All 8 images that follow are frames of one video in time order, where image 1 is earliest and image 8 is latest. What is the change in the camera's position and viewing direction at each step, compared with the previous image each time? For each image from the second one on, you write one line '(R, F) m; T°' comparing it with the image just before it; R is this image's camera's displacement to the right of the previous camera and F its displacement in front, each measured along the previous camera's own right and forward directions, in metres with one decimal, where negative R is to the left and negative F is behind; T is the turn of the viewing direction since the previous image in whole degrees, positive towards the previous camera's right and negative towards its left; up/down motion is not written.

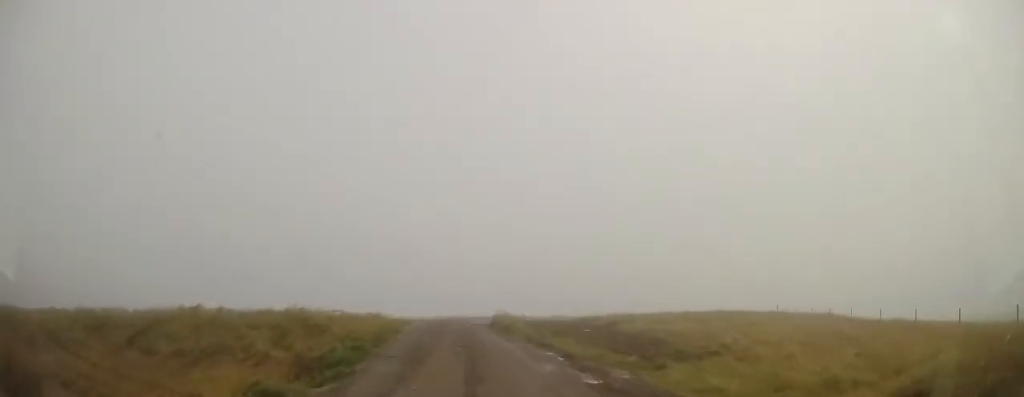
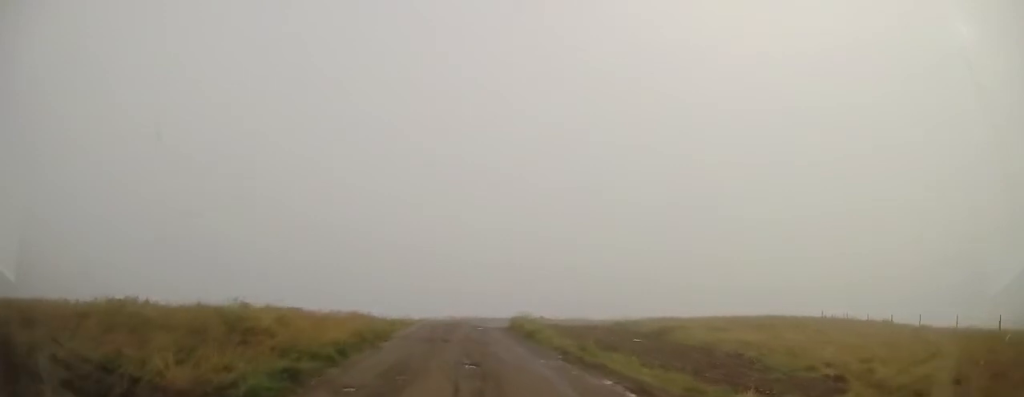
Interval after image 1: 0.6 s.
(0.0, +4.6) m; 0°
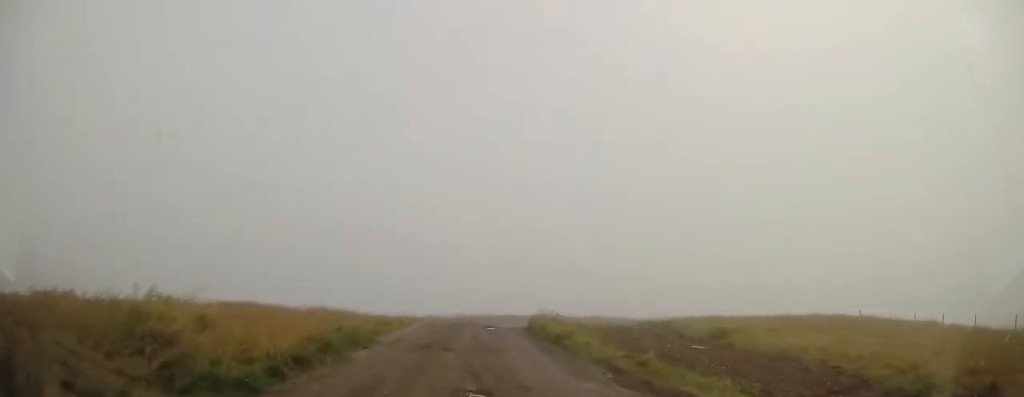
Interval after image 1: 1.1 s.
(0.0, +3.6) m; 0°
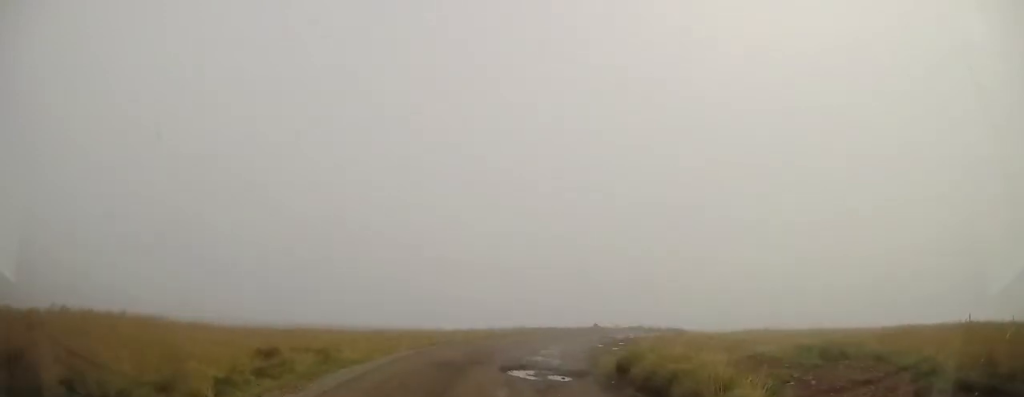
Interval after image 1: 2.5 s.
(-0.4, +10.6) m; -5°
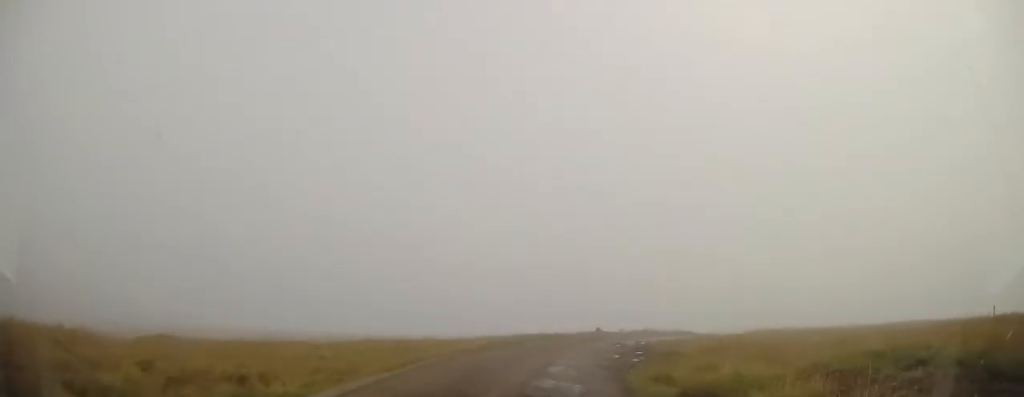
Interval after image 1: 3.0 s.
(-0.1, +3.2) m; -2°
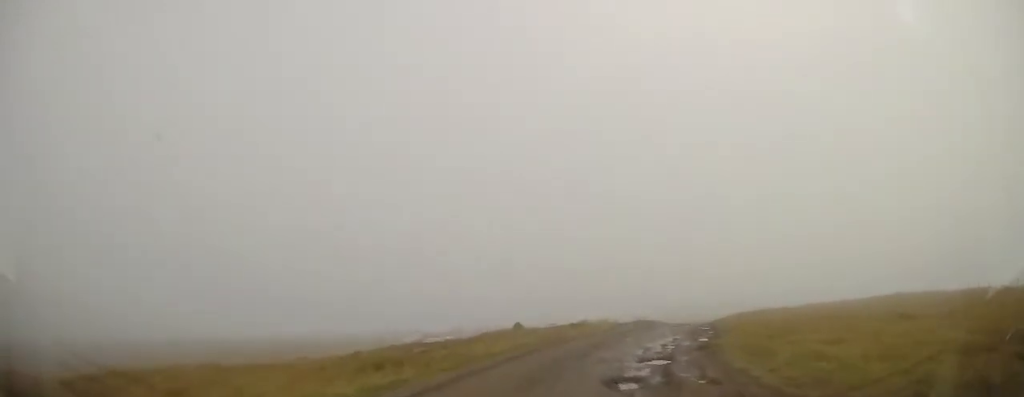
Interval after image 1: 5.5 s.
(+2.5, +15.2) m; +20°
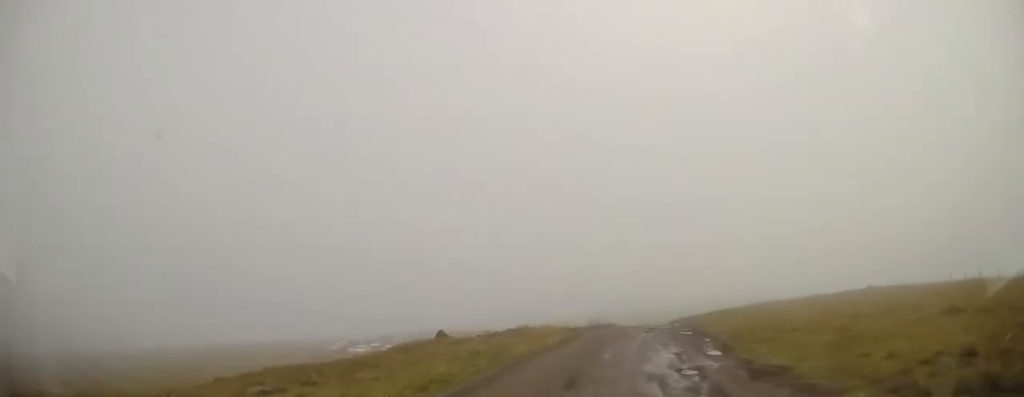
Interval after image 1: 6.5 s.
(+0.3, +5.9) m; +6°
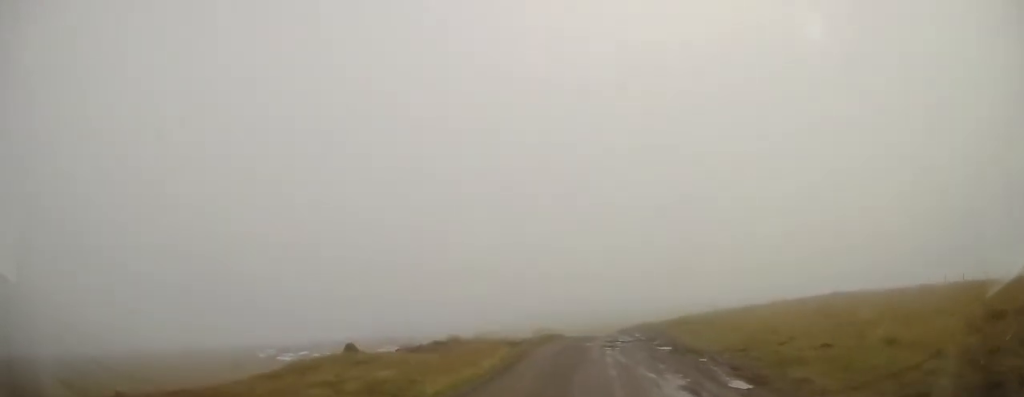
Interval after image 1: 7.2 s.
(+0.1, +4.3) m; +5°
